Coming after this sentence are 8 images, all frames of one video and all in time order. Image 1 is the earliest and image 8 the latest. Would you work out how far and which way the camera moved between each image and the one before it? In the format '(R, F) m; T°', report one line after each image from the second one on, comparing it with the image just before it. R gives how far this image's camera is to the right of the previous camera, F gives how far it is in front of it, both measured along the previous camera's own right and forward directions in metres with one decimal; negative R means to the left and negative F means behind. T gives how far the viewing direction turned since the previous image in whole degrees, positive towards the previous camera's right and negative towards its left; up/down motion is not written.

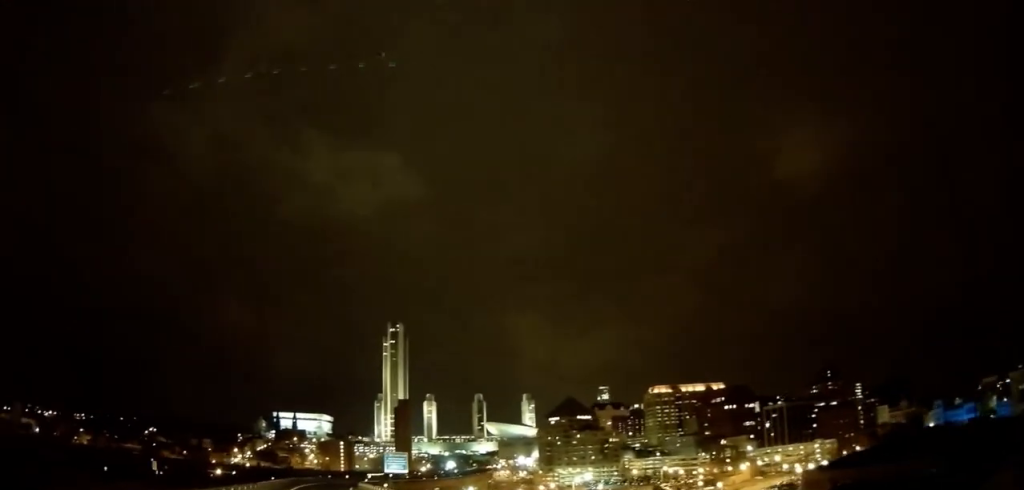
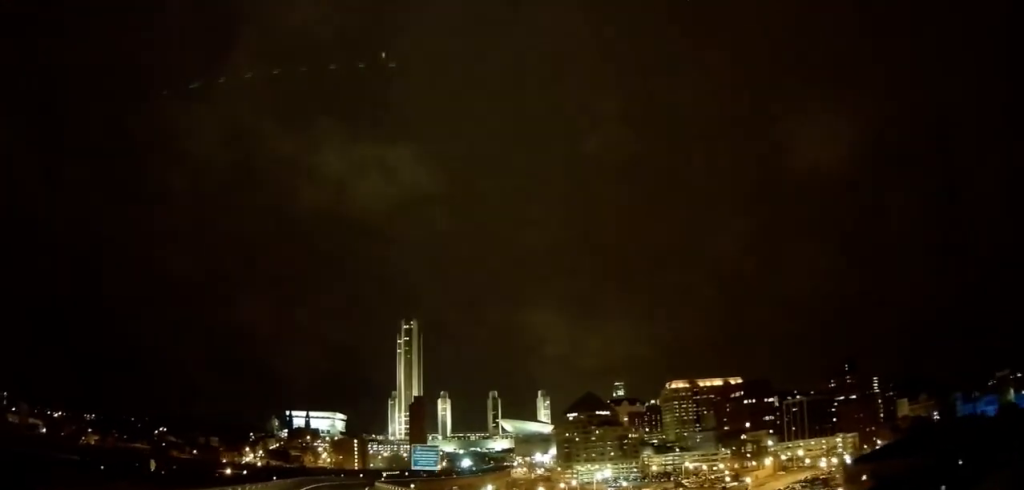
(-0.2, +8.1) m; 0°
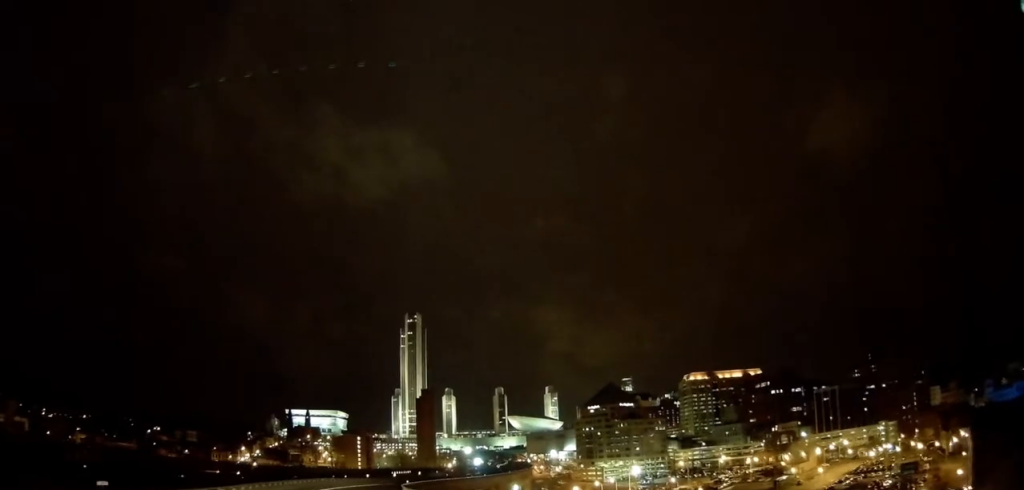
(-0.1, +31.9) m; -1°
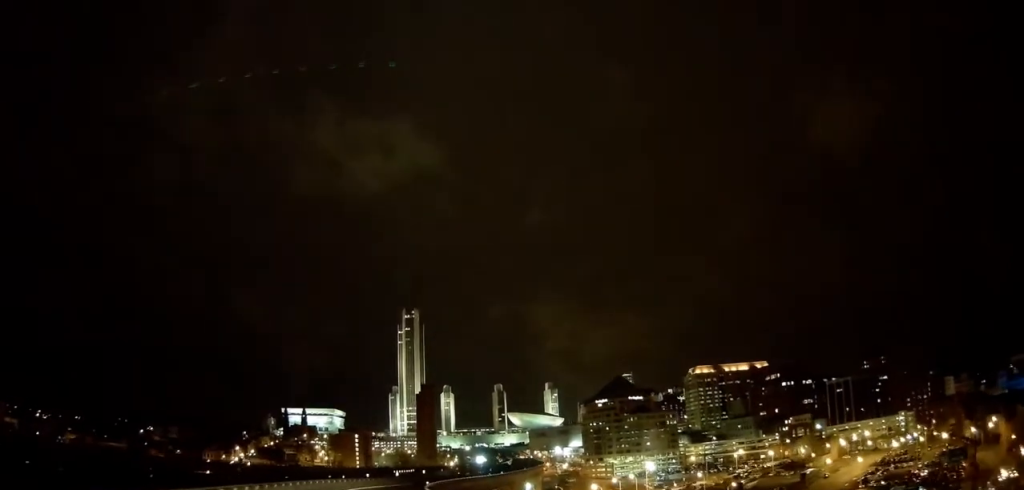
(-0.3, +16.3) m; 0°
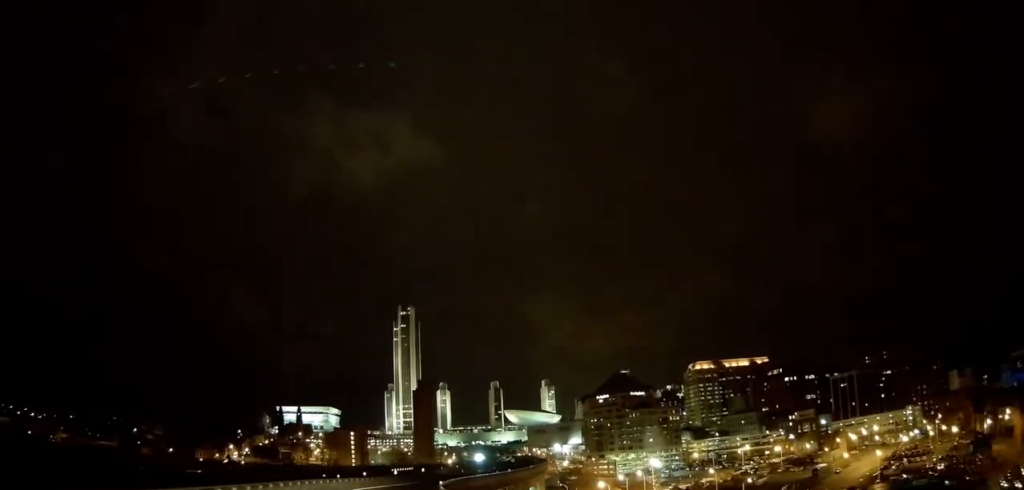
(-0.1, +8.2) m; +1°
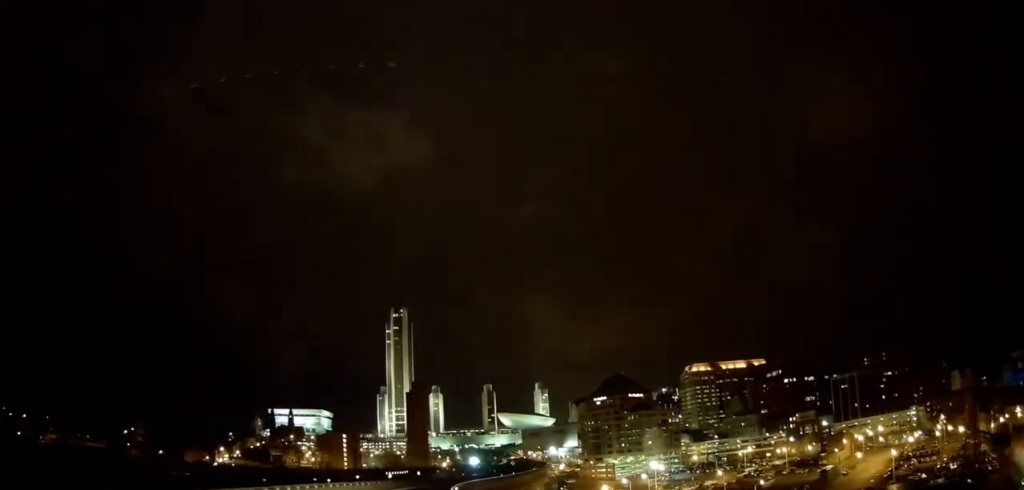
(0.0, +8.2) m; +2°
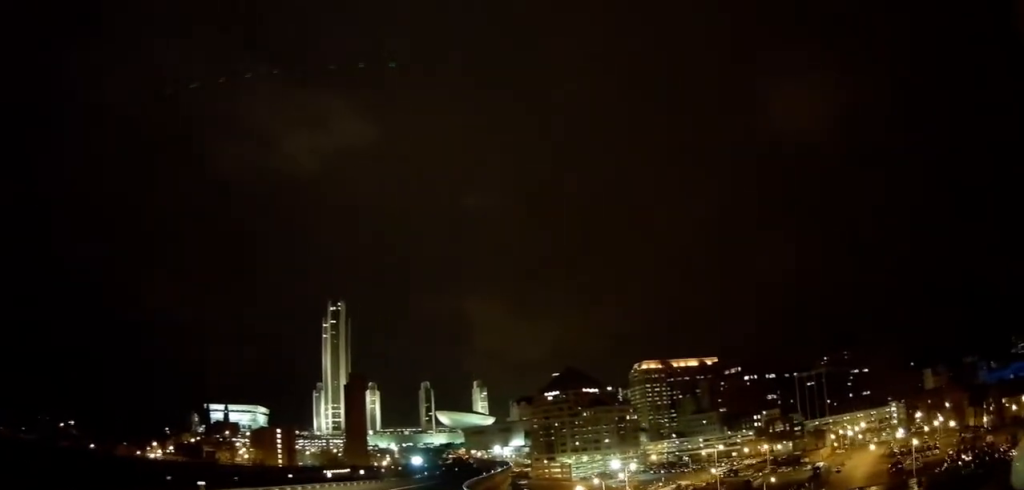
(+1.7, +24.9) m; +7°
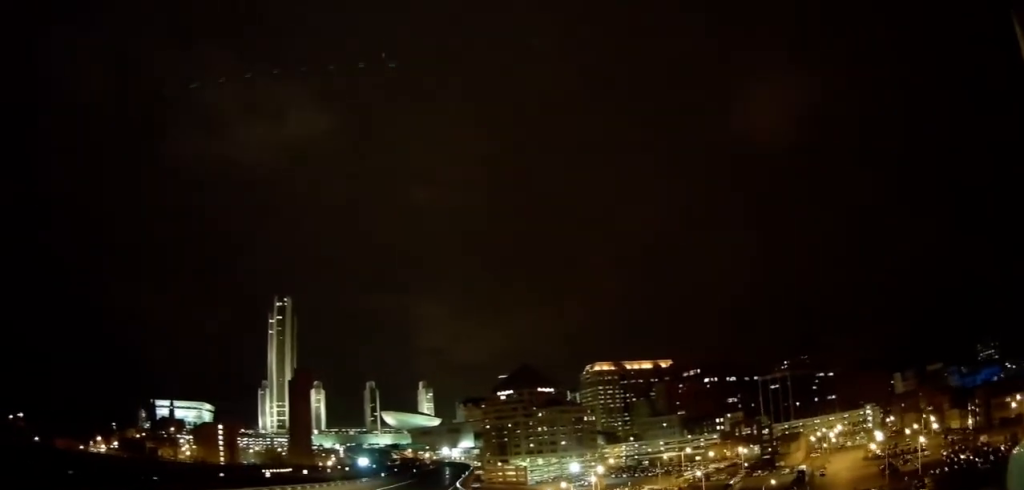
(+0.6, +16.1) m; +4°
